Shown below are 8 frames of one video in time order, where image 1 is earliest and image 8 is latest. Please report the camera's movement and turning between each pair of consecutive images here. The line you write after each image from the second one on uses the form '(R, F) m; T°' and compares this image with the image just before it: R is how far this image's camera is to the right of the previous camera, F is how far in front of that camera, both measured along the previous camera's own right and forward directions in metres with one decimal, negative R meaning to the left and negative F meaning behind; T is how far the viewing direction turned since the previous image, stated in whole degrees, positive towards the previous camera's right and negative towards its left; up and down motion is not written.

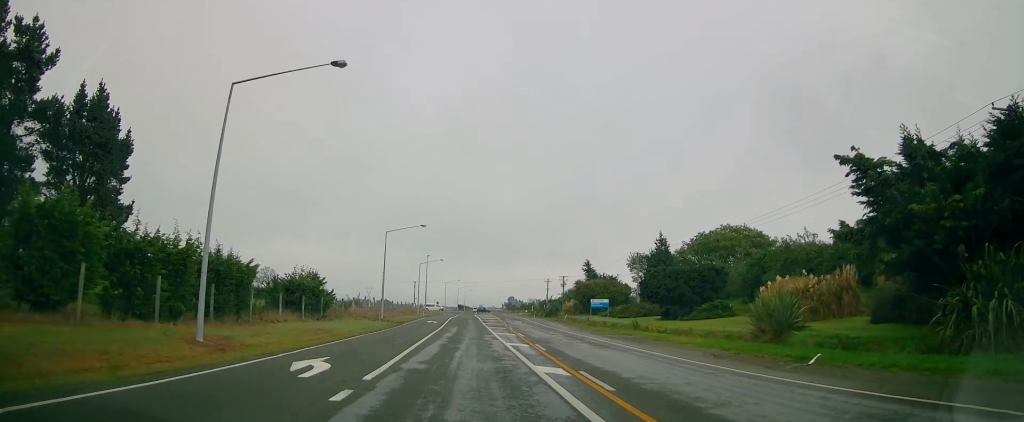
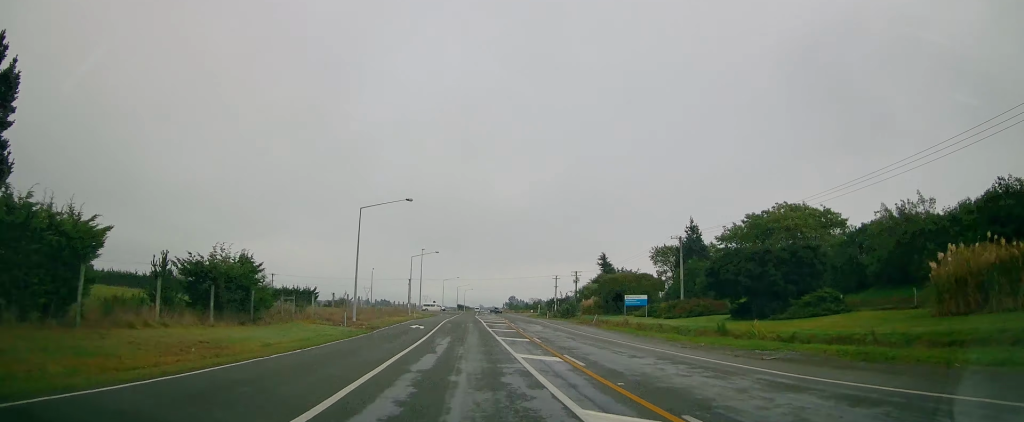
(+0.2, +15.9) m; 0°
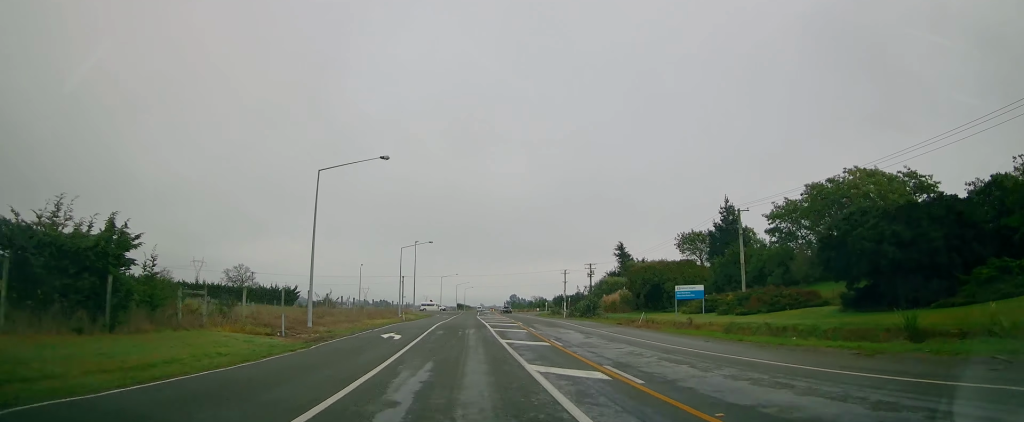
(+0.2, +14.1) m; 0°
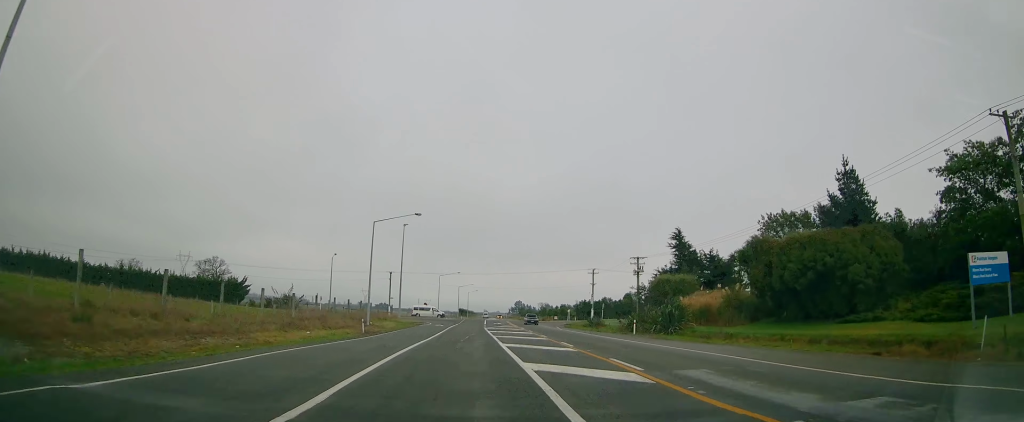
(-0.4, +27.3) m; -1°
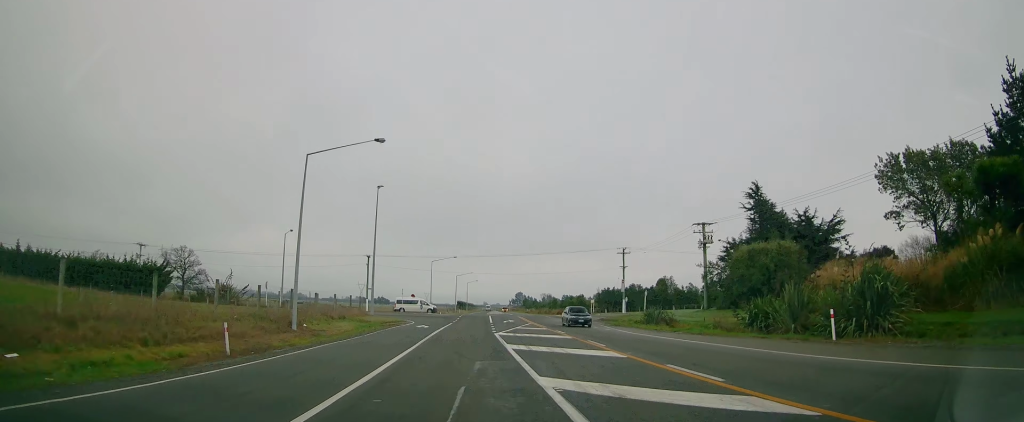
(+0.1, +22.8) m; 0°
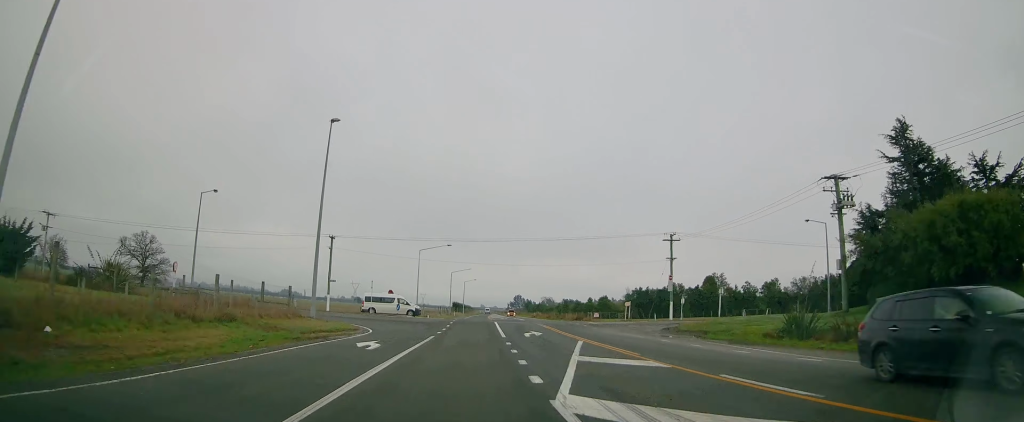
(-0.1, +23.0) m; +1°
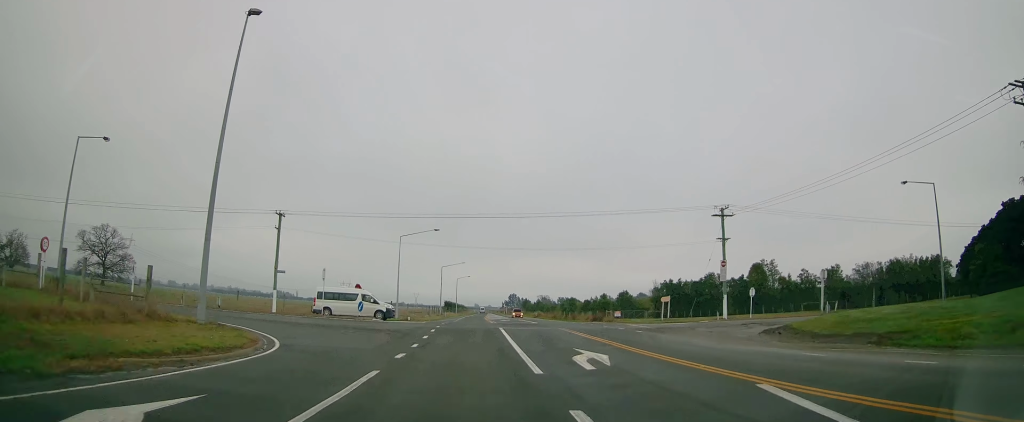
(+0.1, +16.0) m; +1°
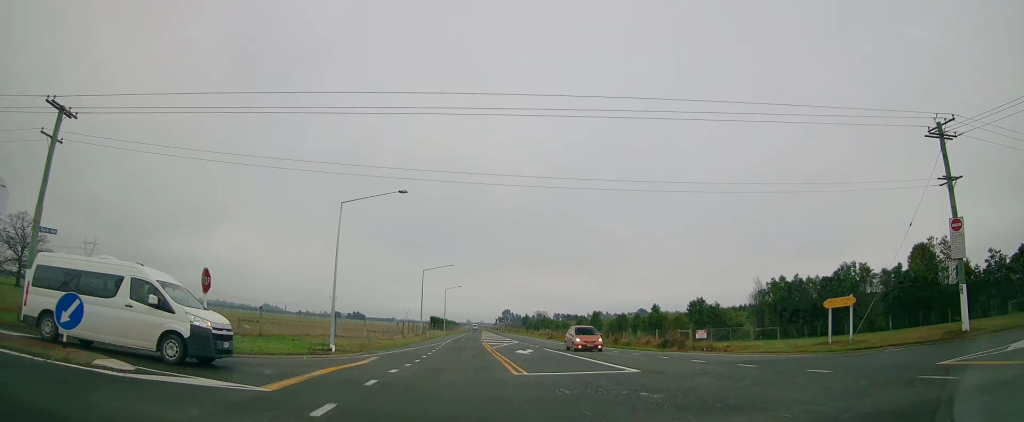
(+0.3, +28.4) m; +1°
